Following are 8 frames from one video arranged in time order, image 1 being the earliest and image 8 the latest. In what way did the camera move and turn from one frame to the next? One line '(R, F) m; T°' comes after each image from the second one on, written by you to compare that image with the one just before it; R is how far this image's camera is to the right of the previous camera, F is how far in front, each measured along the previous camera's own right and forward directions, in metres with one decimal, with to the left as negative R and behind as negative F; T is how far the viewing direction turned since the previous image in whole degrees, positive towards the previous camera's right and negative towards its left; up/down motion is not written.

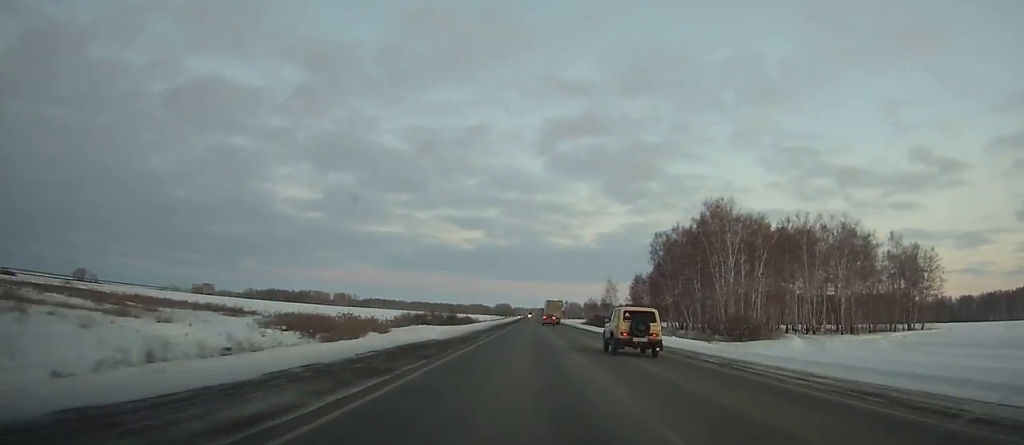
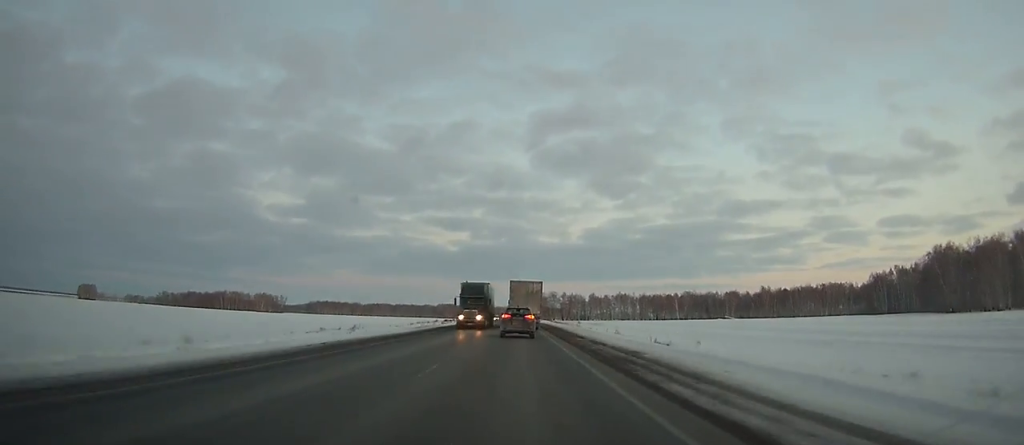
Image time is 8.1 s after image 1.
(+4.5, +207.4) m; +1°
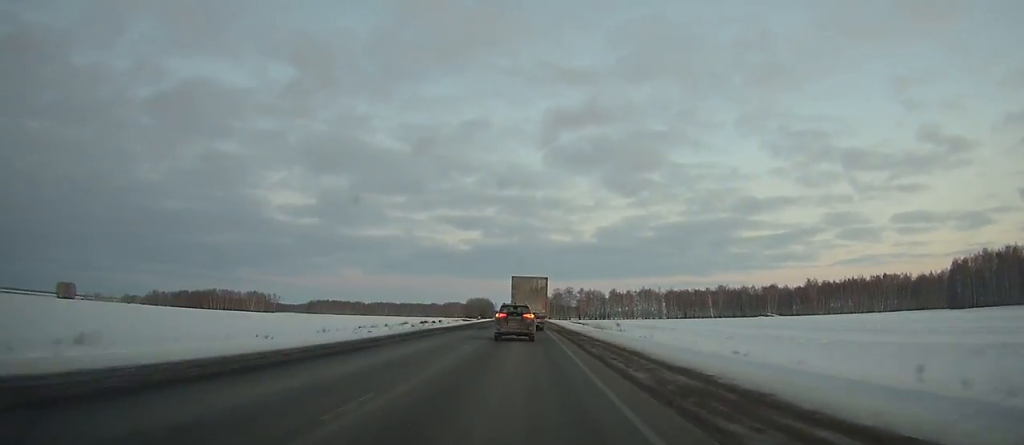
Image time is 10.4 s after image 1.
(-0.2, +54.6) m; -1°
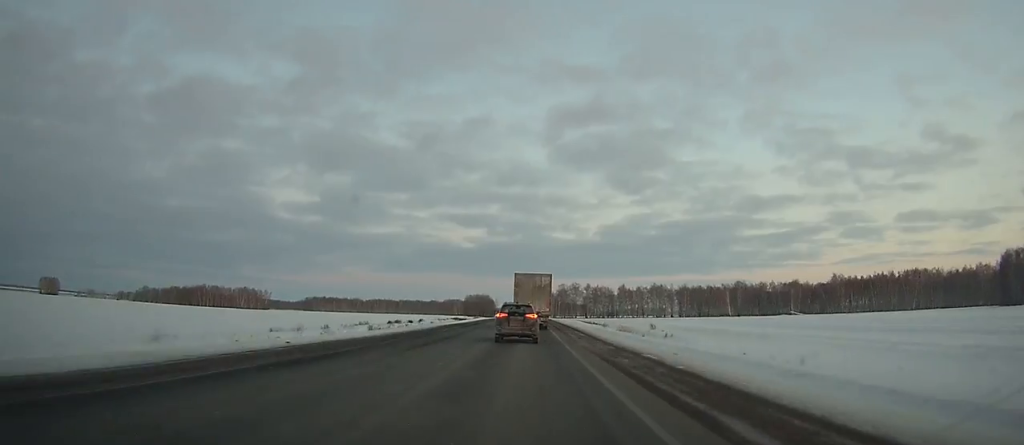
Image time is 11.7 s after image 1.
(-0.1, +29.5) m; 0°
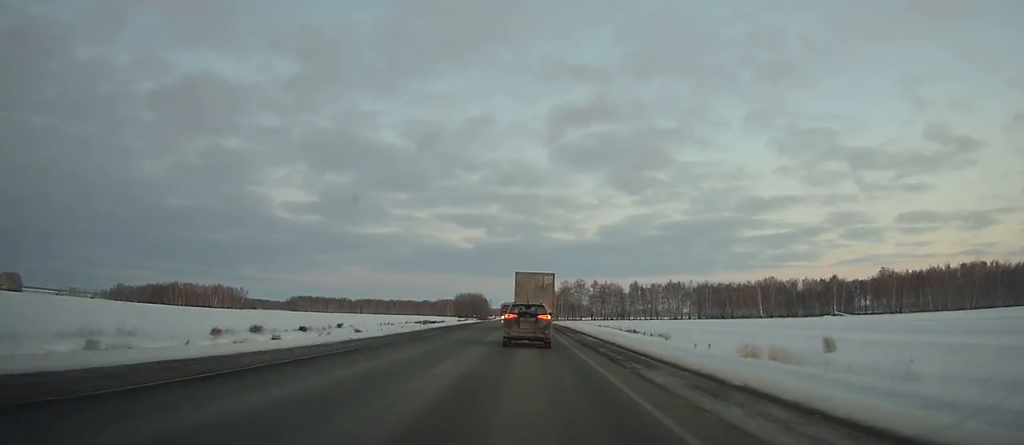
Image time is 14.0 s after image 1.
(-0.3, +50.9) m; 0°
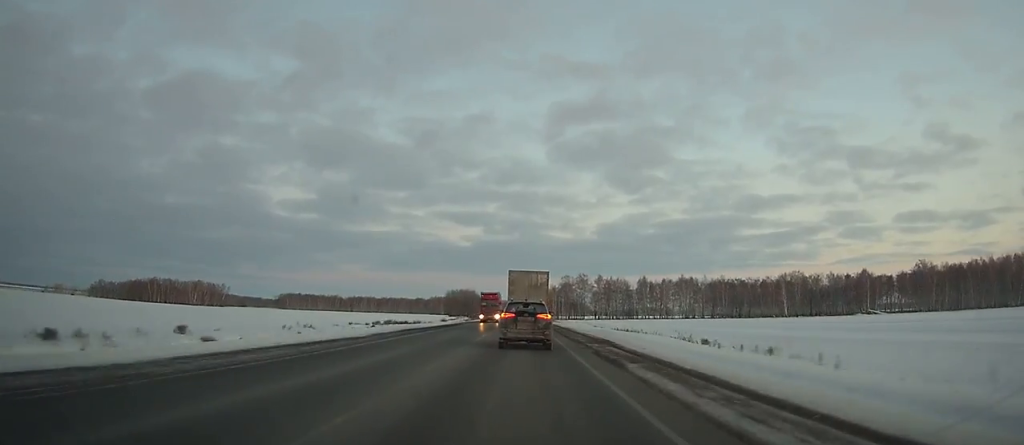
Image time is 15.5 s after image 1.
(+0.1, +31.7) m; 0°
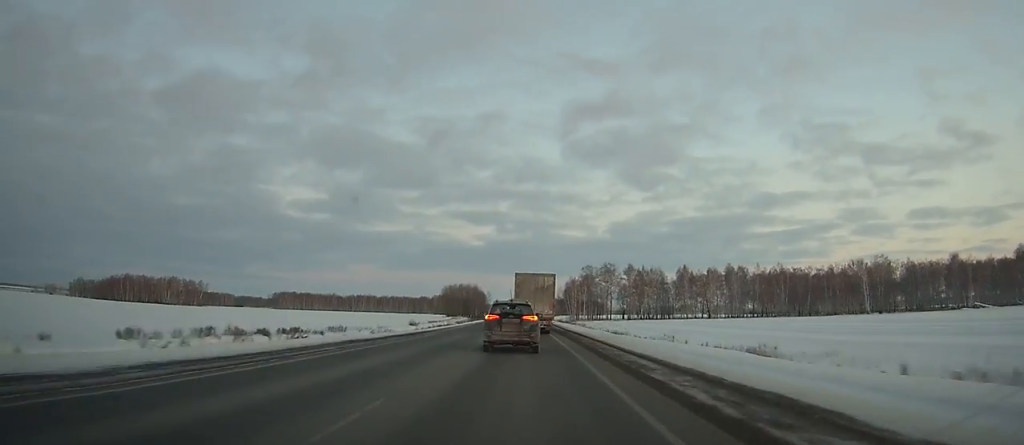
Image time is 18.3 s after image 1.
(-0.1, +58.6) m; 0°
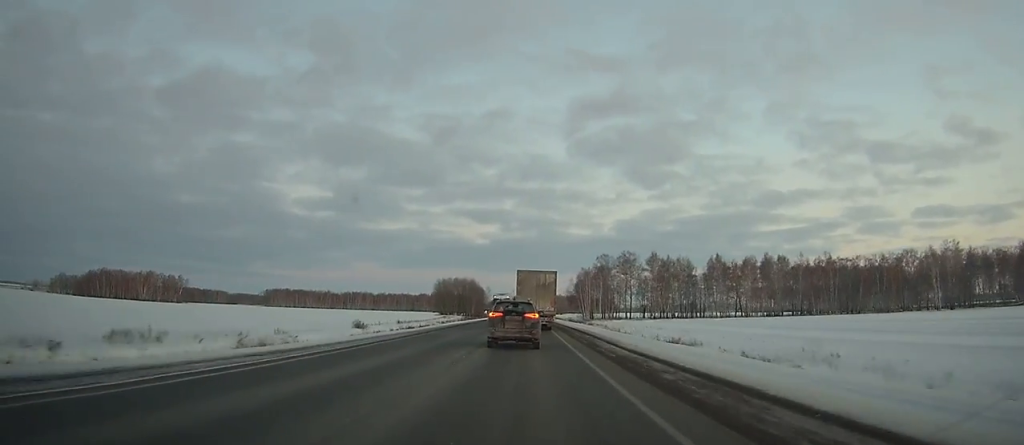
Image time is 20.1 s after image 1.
(-0.1, +37.3) m; 0°
